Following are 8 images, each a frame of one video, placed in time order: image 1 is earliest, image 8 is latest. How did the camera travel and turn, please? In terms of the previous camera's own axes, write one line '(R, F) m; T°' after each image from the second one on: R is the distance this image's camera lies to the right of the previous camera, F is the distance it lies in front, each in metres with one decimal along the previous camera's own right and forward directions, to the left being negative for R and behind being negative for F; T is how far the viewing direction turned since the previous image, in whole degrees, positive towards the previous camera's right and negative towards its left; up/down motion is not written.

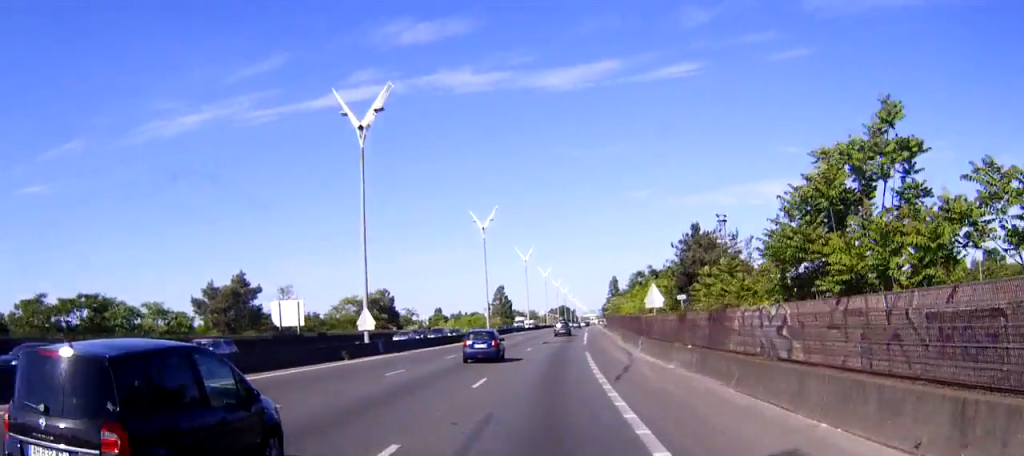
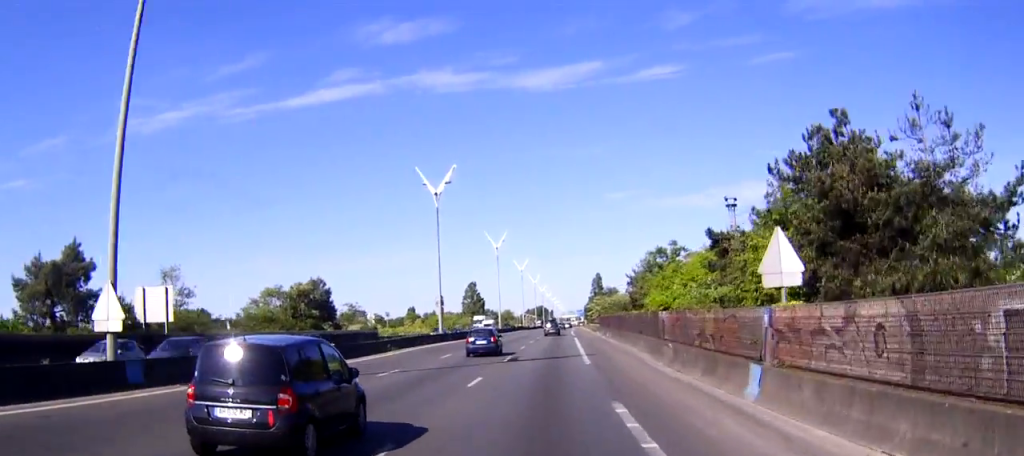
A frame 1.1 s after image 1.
(+0.4, +25.9) m; +1°
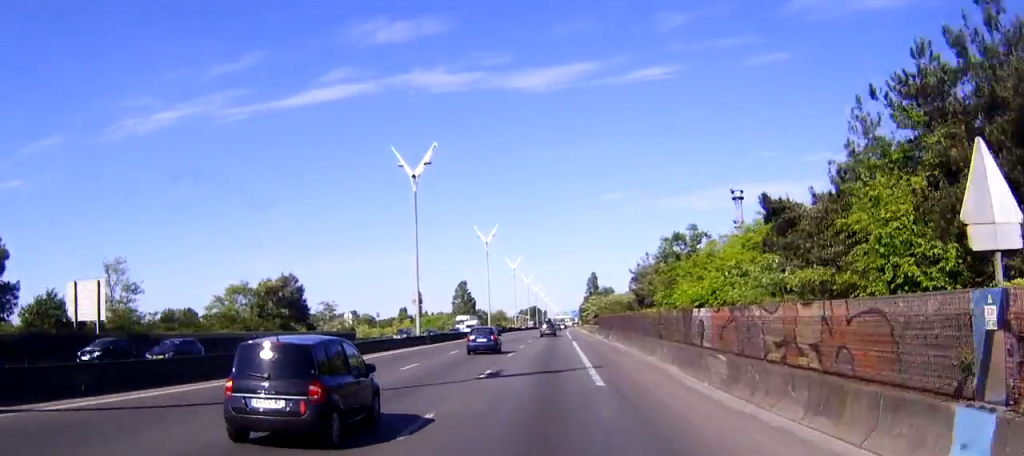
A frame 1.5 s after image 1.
(+0.1, +9.2) m; 0°
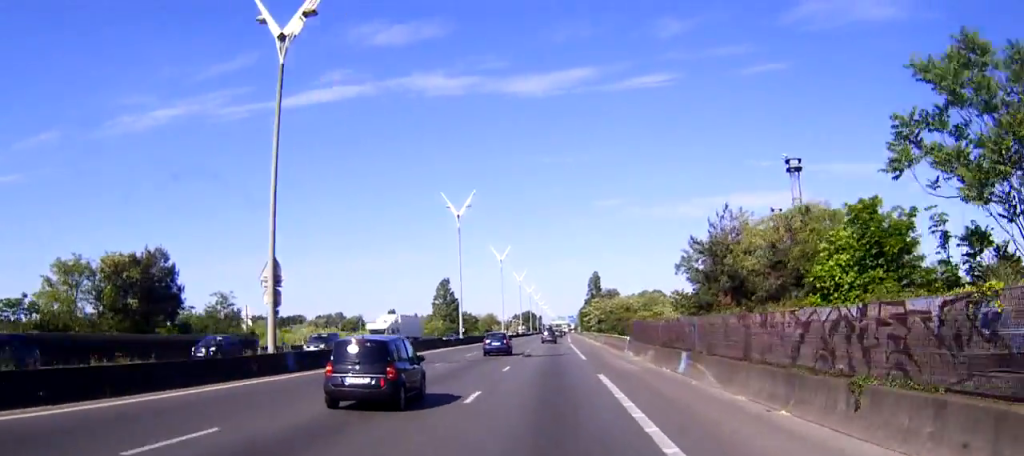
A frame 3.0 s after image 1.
(+0.1, +32.8) m; +1°
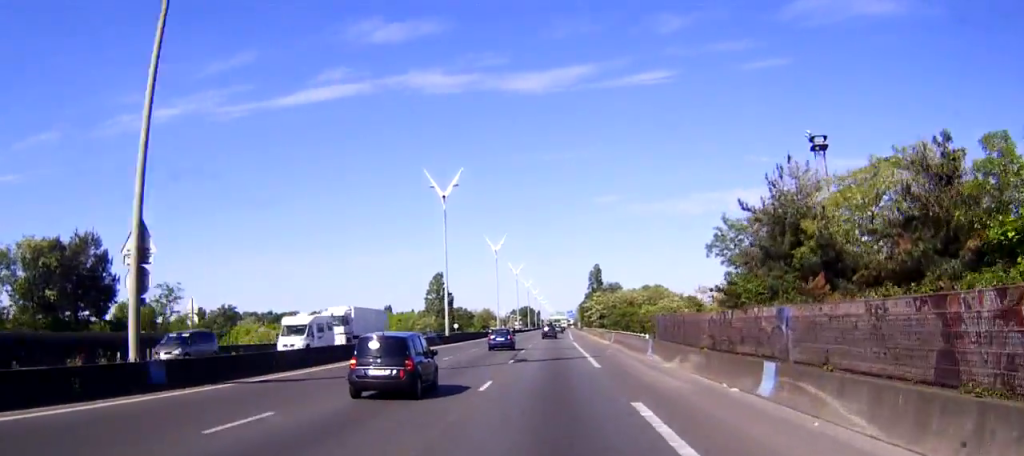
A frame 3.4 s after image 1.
(0.0, +10.7) m; 0°
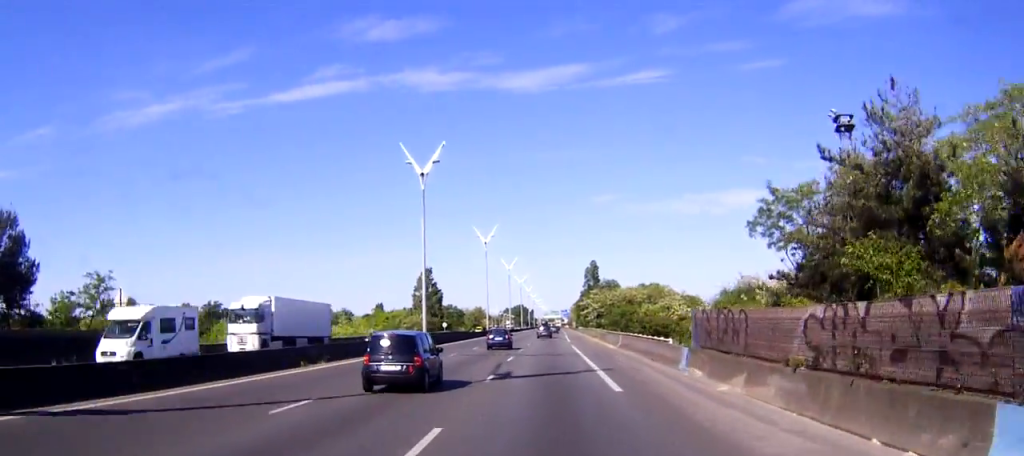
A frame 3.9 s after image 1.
(0.0, +9.9) m; 0°
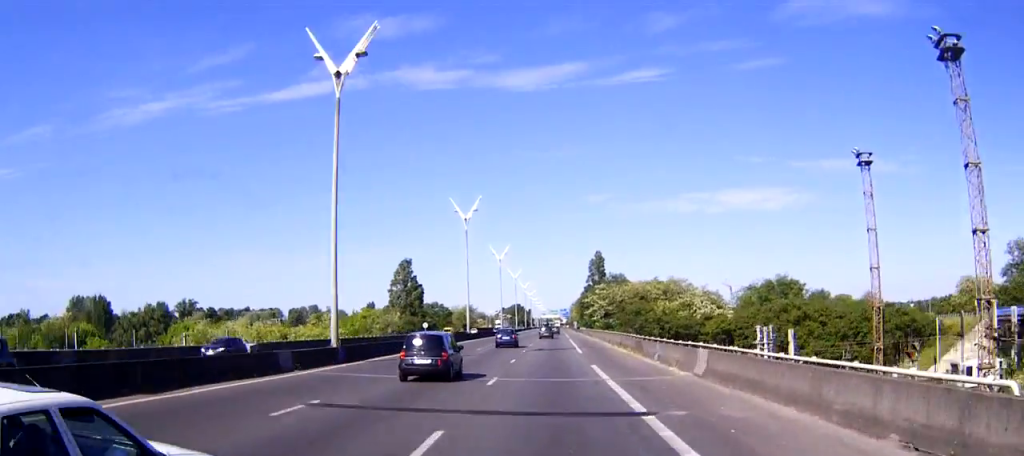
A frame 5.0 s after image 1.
(+0.2, +25.8) m; 0°
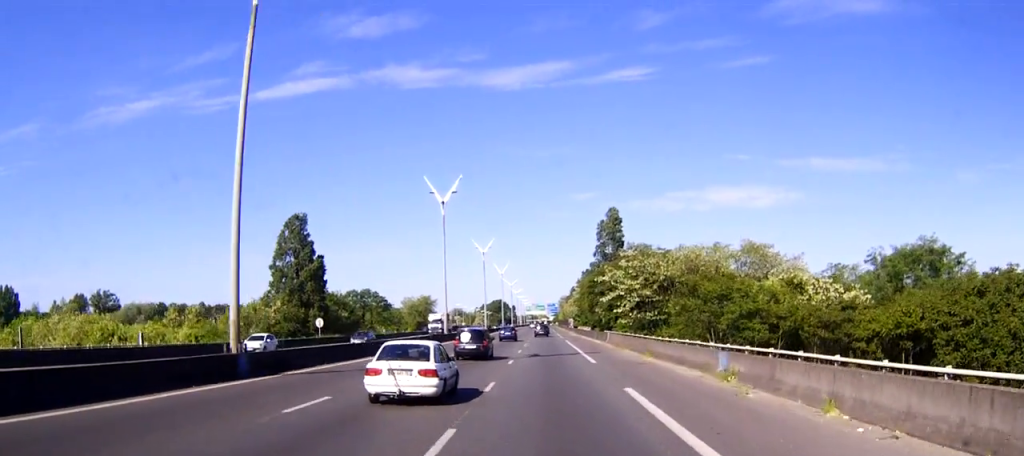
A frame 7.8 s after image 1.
(+0.1, +64.5) m; +1°
